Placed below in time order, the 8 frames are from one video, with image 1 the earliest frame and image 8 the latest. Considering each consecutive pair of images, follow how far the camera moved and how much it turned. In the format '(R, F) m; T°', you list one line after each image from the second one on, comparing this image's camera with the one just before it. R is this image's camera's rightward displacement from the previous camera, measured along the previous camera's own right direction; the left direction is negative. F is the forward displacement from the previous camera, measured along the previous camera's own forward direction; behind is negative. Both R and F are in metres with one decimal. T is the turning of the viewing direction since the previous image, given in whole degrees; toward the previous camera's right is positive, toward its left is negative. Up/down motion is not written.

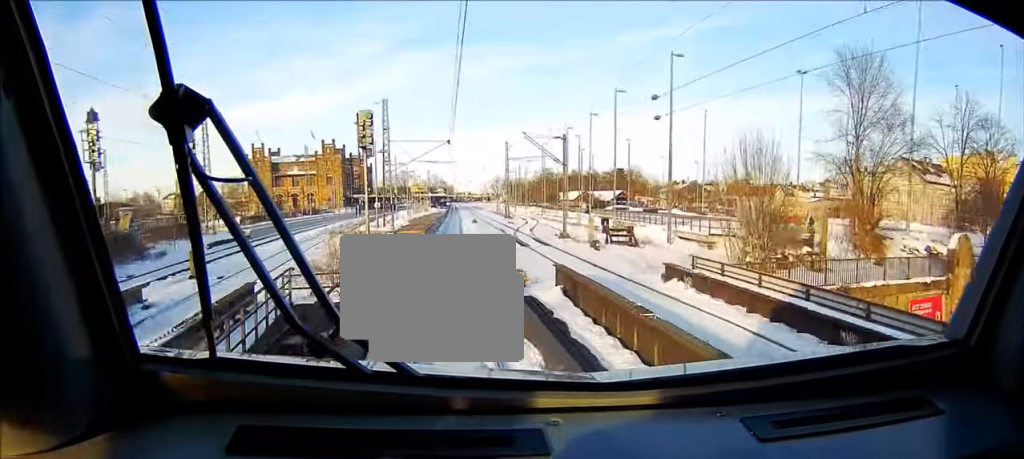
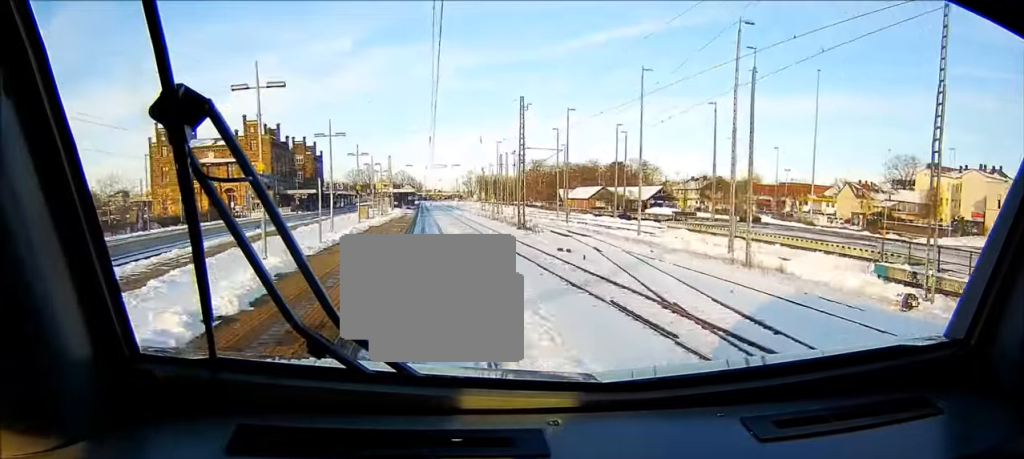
(+1.5, +49.8) m; +4°
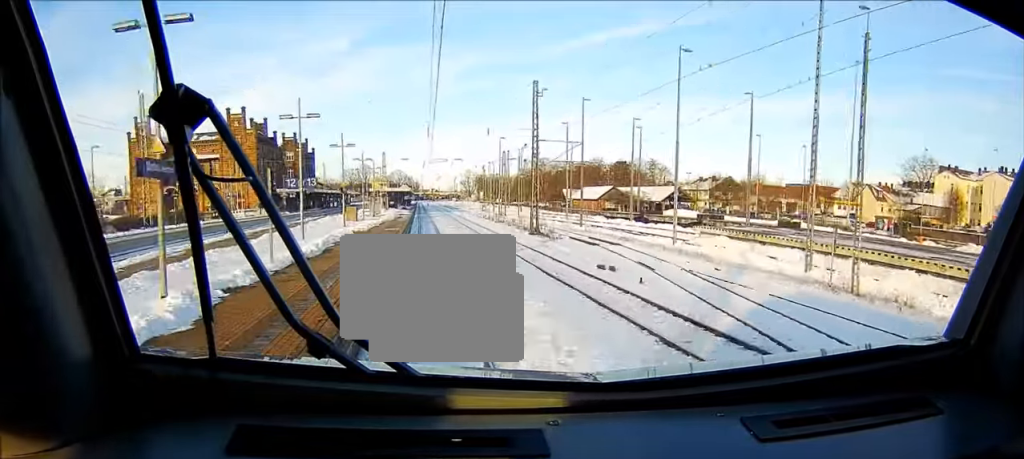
(+0.1, +9.5) m; 0°
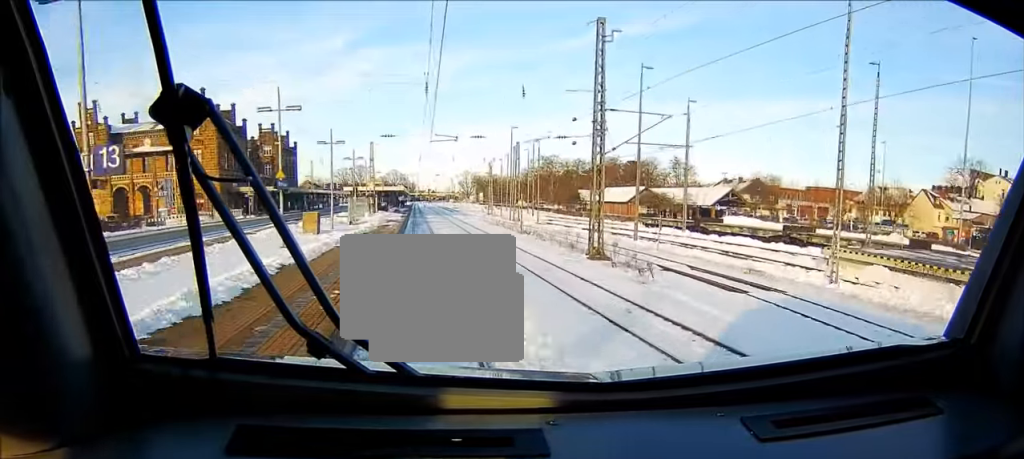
(+0.1, +20.4) m; 0°
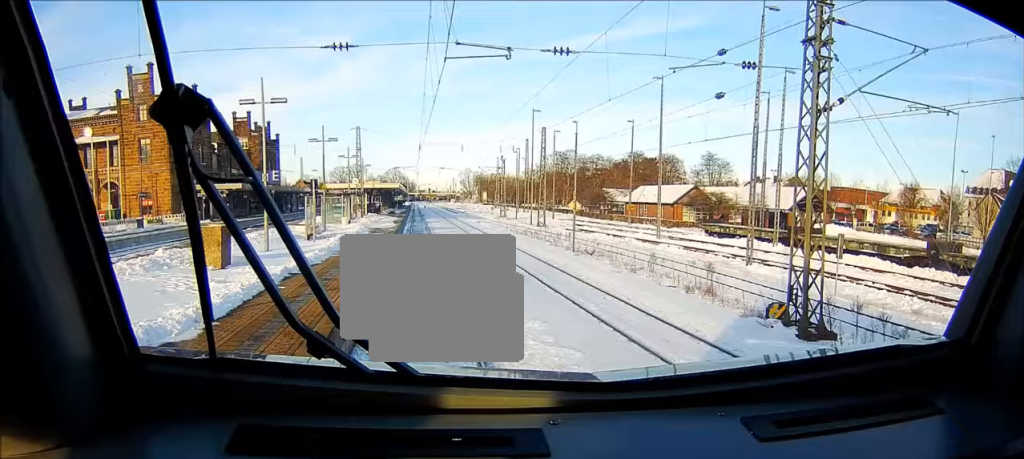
(-0.1, +21.1) m; -1°
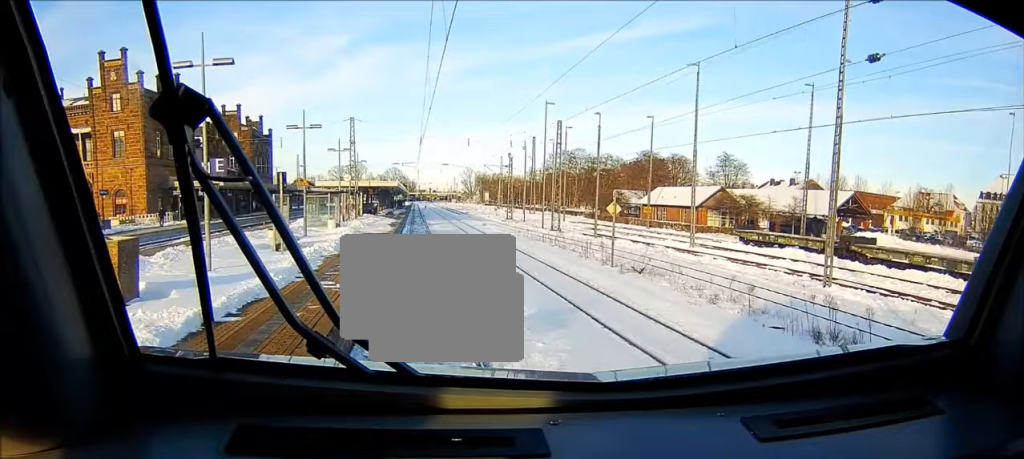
(-0.1, +7.7) m; 0°
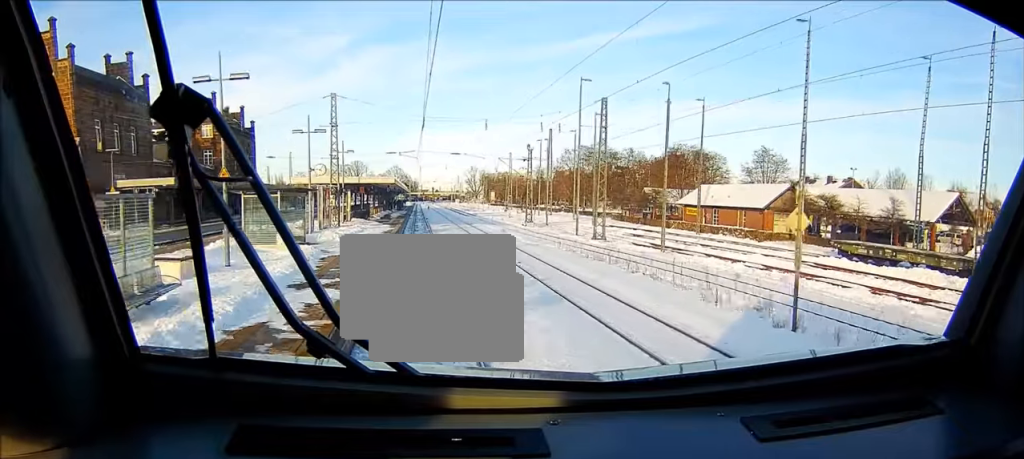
(-0.1, +15.8) m; -1°
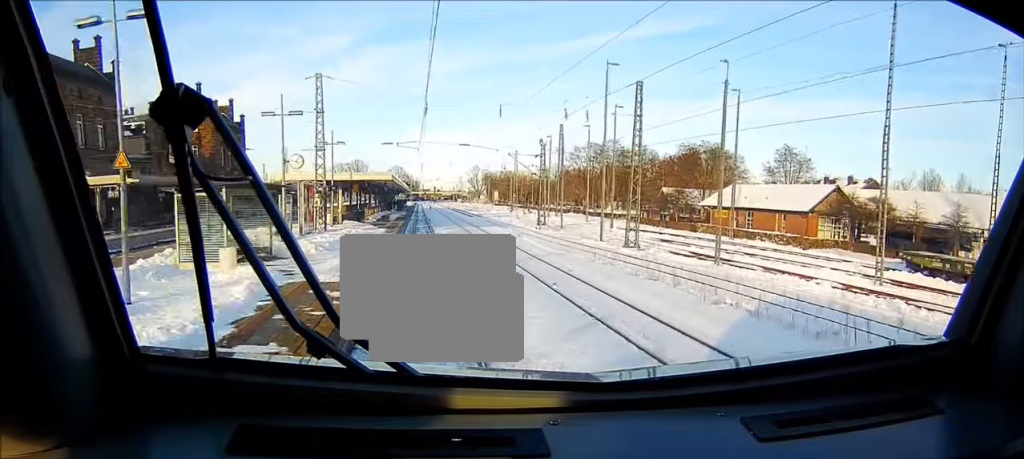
(0.0, +8.6) m; 0°
